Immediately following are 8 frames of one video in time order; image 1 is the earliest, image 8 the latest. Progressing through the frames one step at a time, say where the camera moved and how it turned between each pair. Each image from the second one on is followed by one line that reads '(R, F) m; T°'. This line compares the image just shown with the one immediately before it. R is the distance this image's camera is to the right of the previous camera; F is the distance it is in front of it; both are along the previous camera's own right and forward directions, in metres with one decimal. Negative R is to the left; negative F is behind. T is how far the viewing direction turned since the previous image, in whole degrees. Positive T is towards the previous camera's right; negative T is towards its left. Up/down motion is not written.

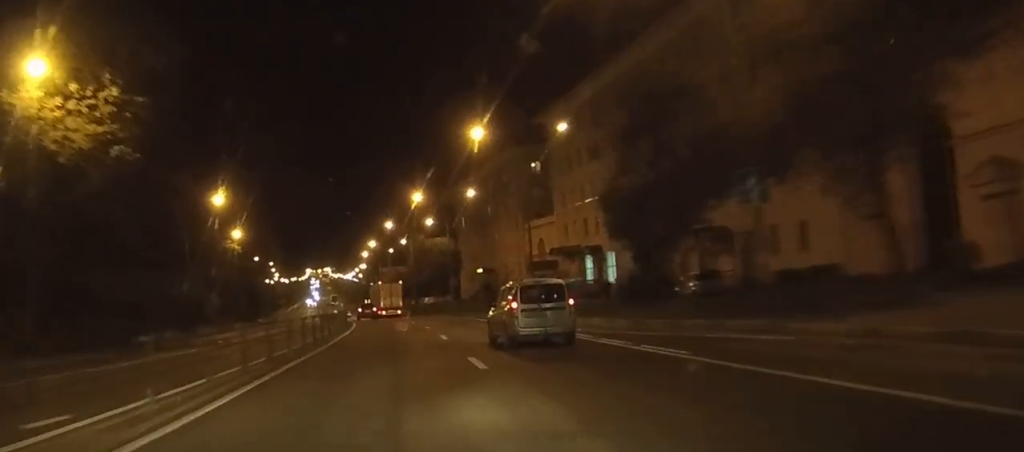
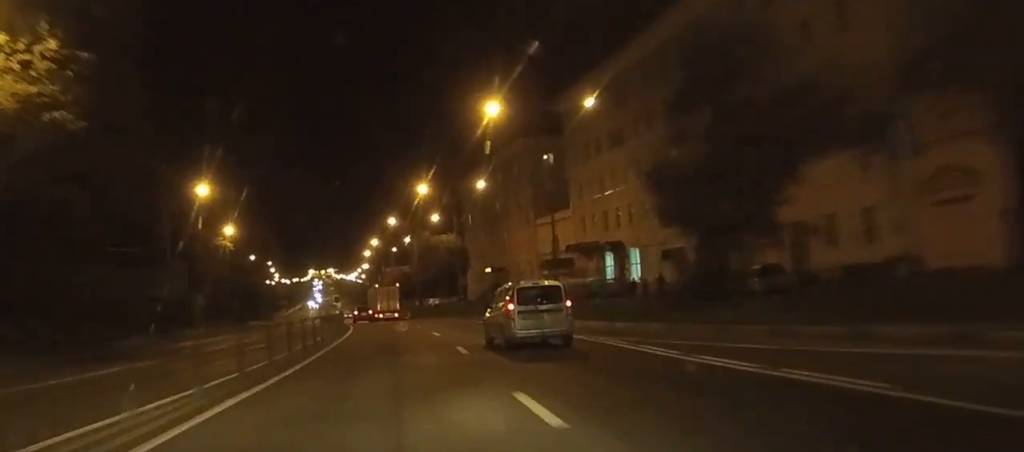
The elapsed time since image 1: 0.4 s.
(0.0, +7.2) m; 0°
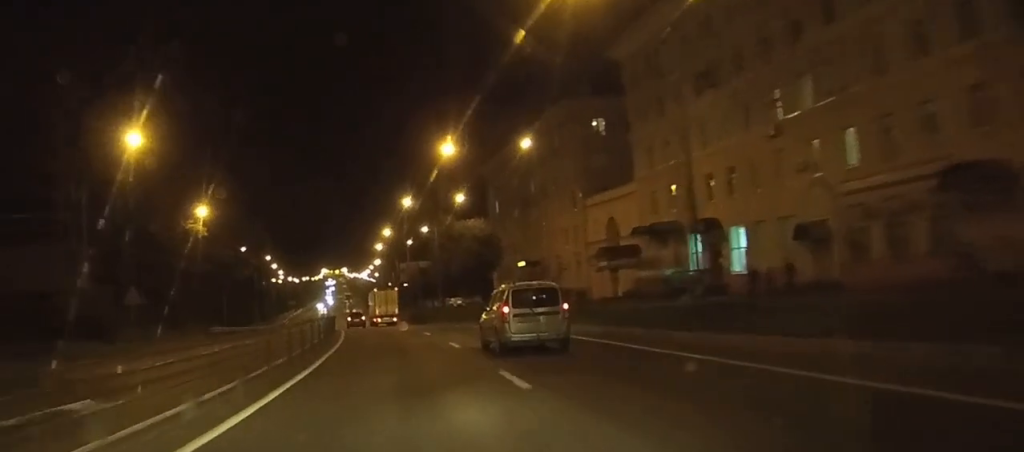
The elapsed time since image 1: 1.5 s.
(-0.2, +20.7) m; -1°
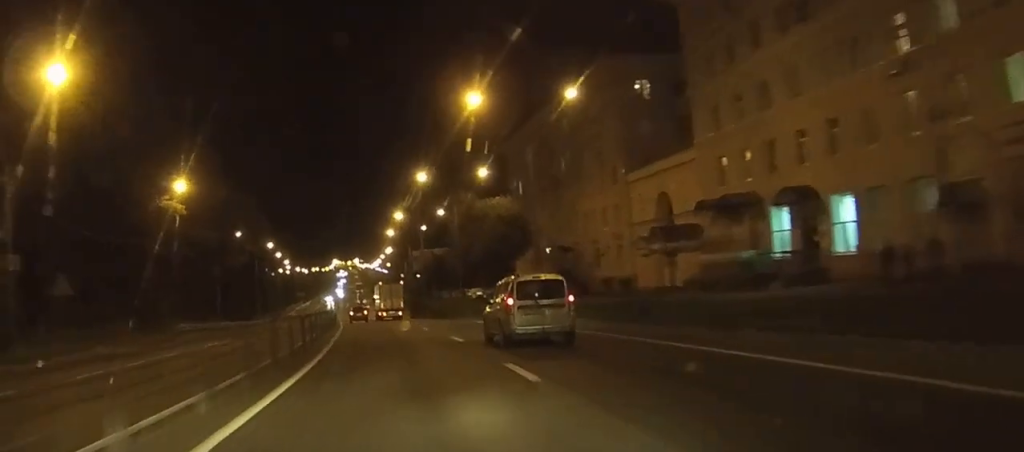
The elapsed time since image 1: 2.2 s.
(0.0, +12.4) m; -1°
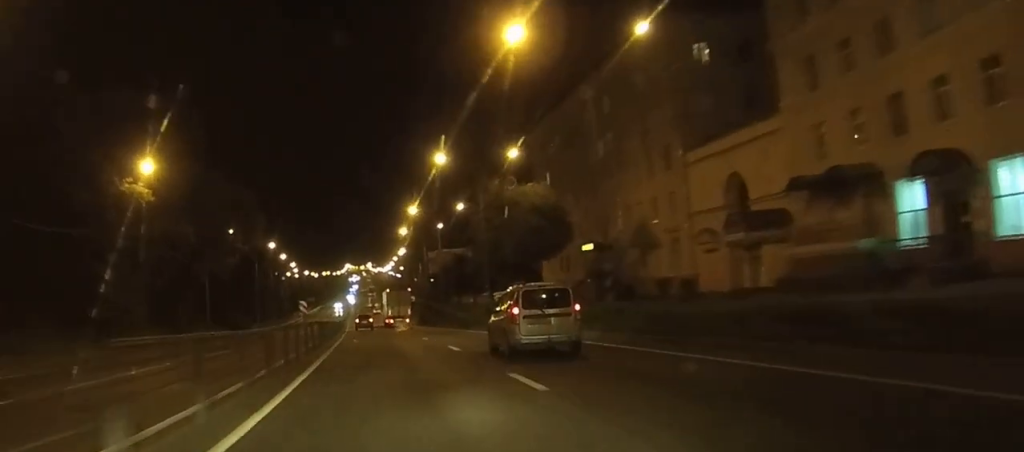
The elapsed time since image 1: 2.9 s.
(-0.1, +12.4) m; -1°
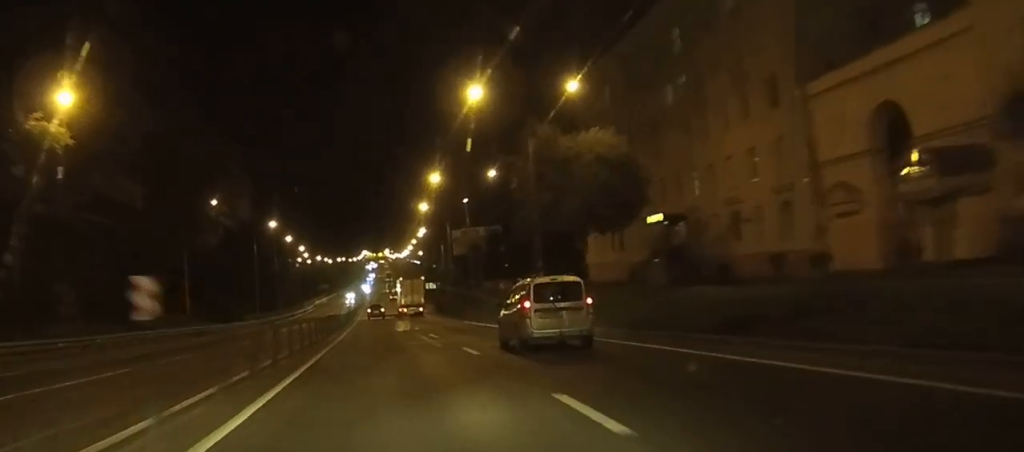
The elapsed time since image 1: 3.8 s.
(-0.2, +16.8) m; -1°
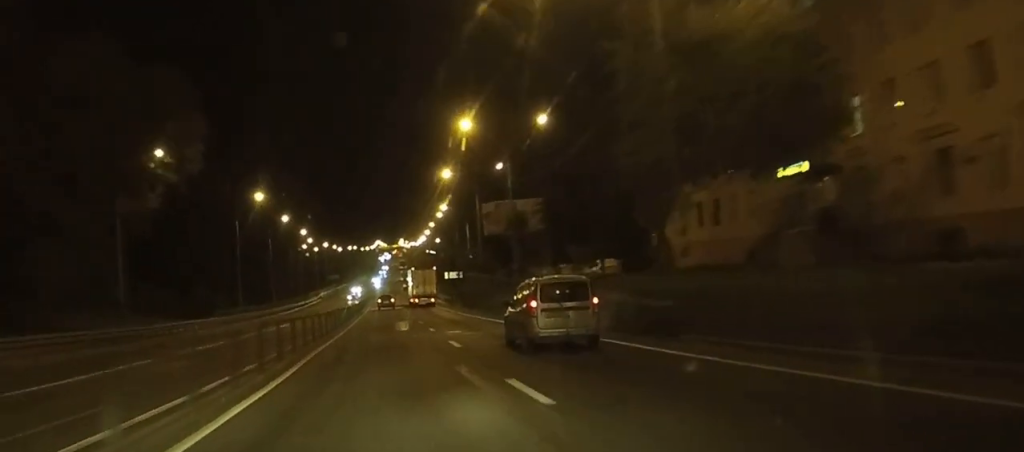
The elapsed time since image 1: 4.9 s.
(-0.2, +21.9) m; -1°
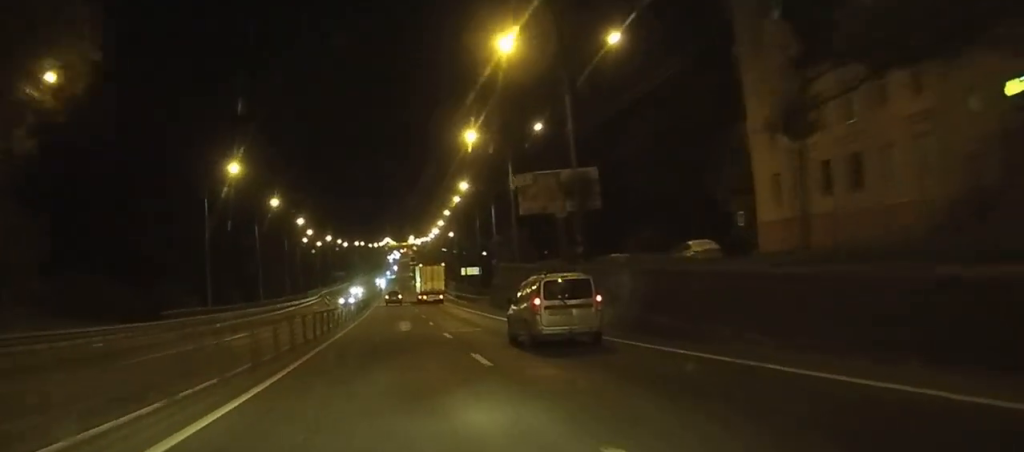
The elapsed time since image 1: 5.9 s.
(-0.1, +18.7) m; -1°
